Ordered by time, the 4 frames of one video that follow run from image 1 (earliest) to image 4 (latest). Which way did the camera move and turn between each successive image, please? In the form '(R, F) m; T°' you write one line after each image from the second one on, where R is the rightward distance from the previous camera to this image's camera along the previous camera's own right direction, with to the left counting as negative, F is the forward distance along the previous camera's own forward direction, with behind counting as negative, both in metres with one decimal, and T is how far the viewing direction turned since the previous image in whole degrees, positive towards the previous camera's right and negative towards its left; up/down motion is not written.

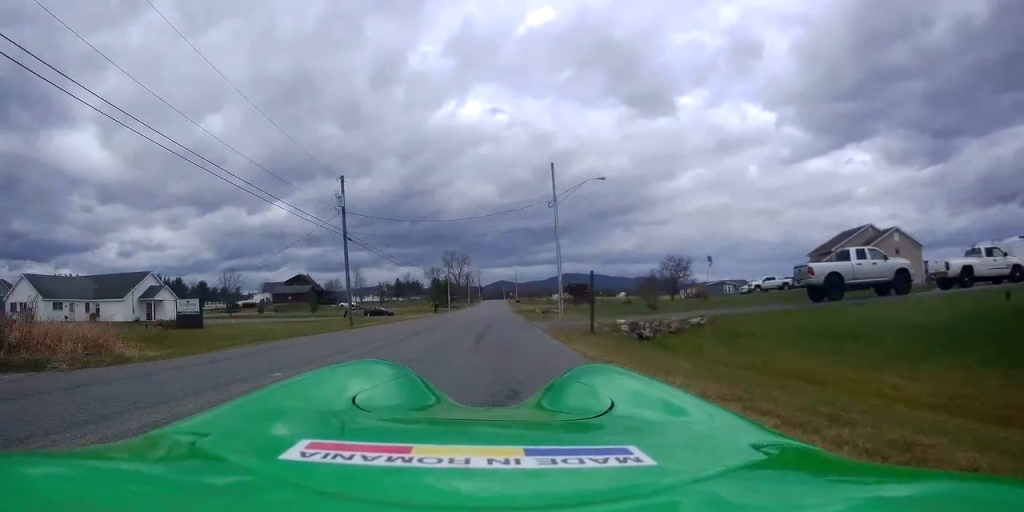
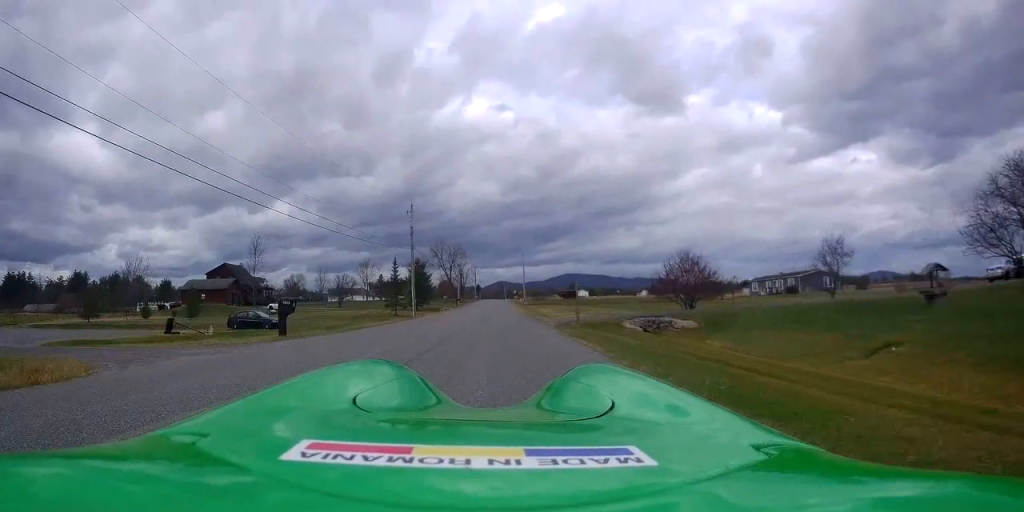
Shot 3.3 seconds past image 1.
(-1.1, +46.2) m; +1°
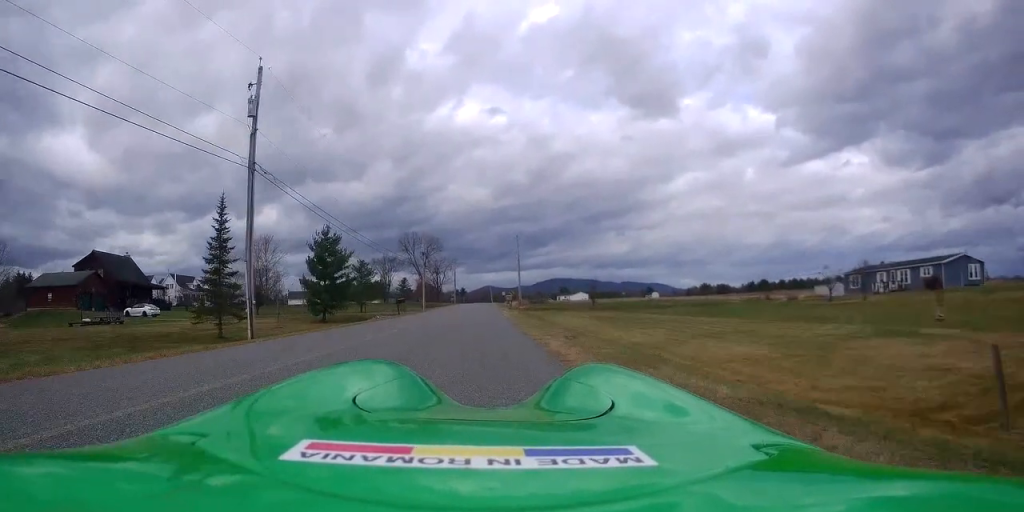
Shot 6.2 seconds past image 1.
(-0.3, +38.7) m; 0°
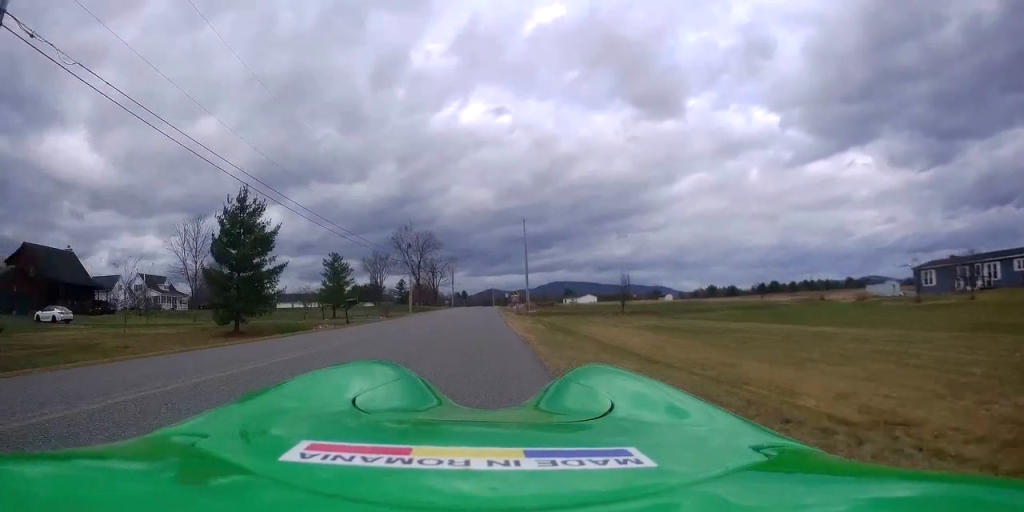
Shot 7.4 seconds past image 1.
(+0.2, +15.4) m; 0°
